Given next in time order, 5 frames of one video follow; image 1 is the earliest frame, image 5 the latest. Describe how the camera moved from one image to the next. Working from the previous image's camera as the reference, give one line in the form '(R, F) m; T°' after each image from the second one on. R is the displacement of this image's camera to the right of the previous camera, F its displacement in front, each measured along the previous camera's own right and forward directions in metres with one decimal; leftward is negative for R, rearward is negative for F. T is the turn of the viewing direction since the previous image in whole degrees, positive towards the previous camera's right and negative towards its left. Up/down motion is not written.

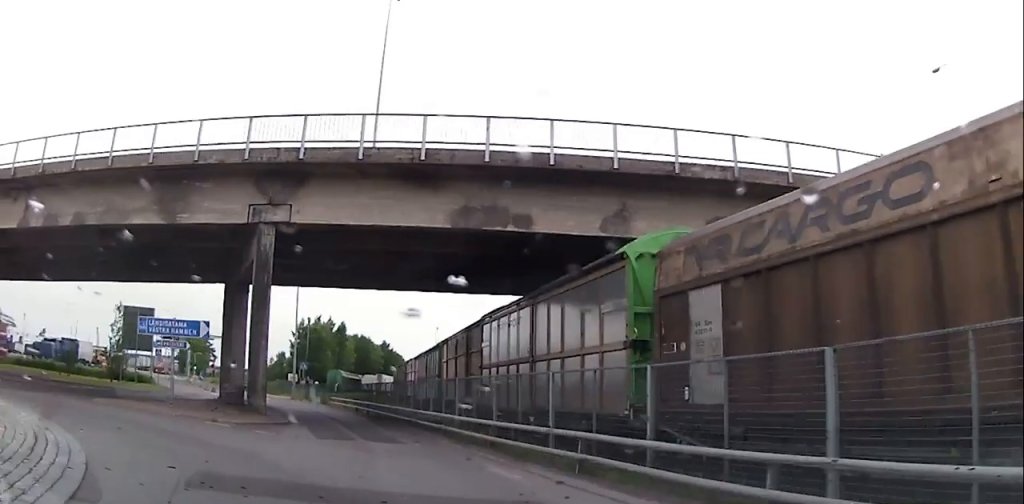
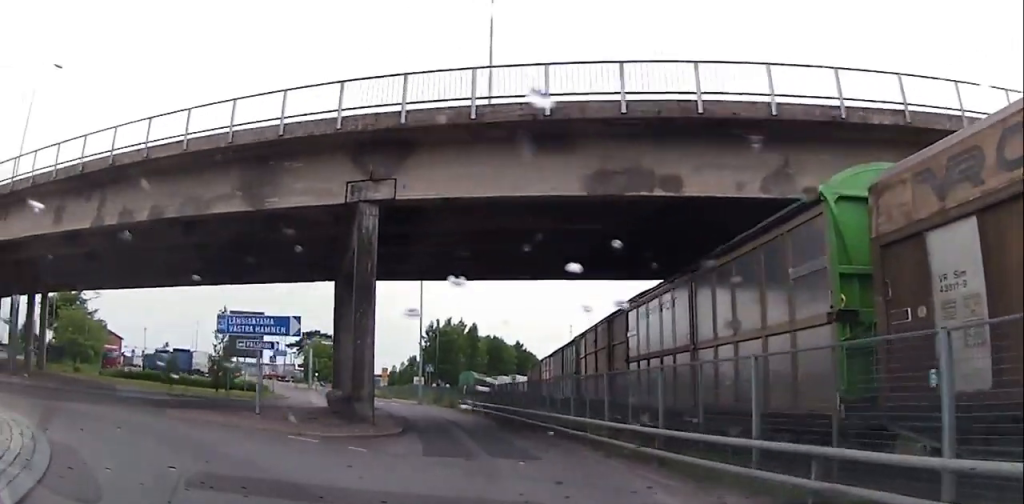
(0.0, +3.6) m; -9°
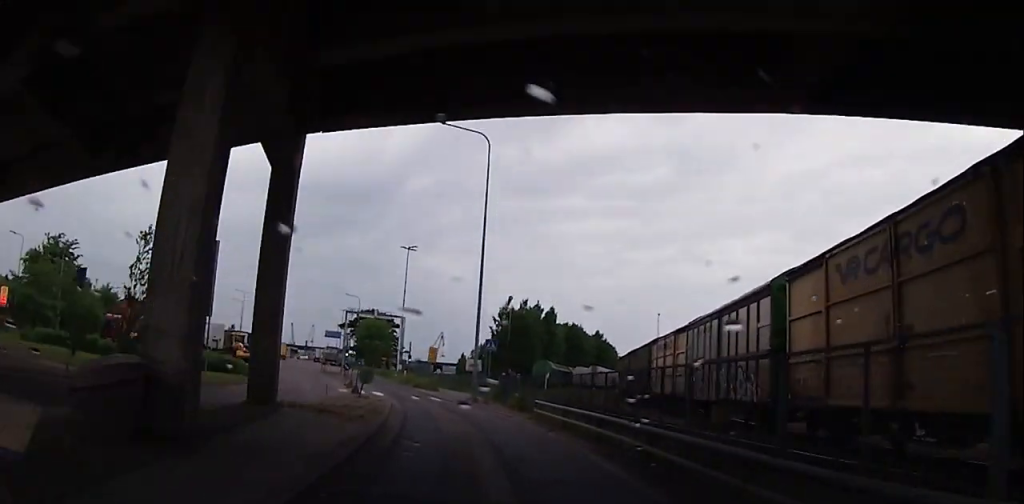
(-3.9, +18.3) m; -13°
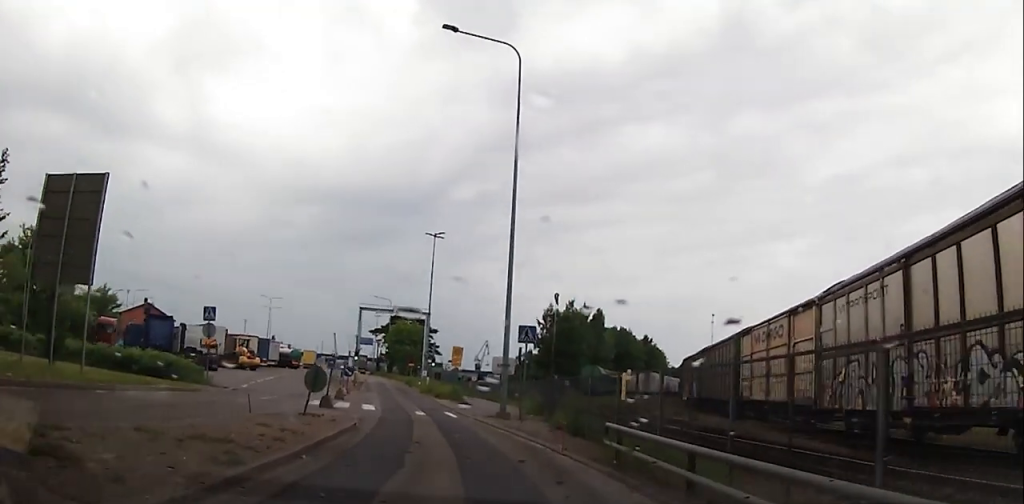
(-0.7, +11.1) m; -4°
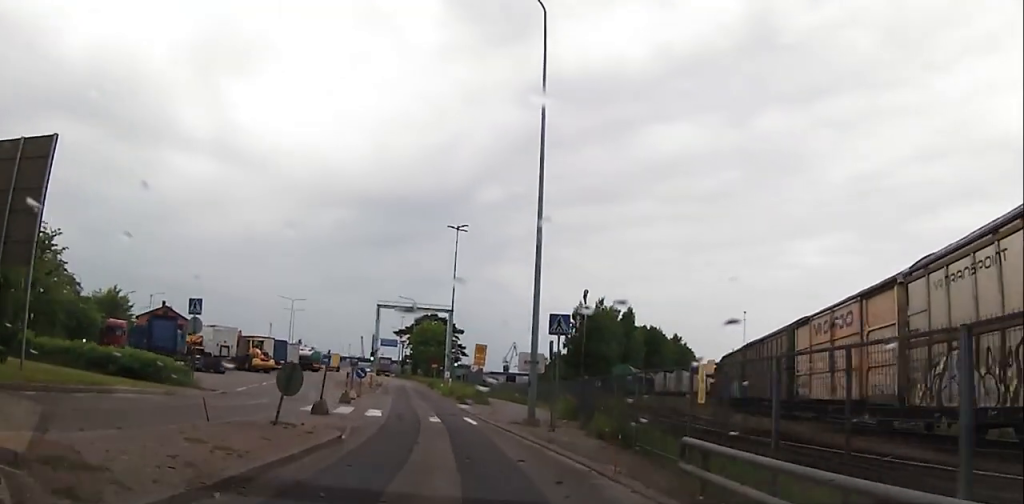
(+0.1, +3.7) m; 0°
